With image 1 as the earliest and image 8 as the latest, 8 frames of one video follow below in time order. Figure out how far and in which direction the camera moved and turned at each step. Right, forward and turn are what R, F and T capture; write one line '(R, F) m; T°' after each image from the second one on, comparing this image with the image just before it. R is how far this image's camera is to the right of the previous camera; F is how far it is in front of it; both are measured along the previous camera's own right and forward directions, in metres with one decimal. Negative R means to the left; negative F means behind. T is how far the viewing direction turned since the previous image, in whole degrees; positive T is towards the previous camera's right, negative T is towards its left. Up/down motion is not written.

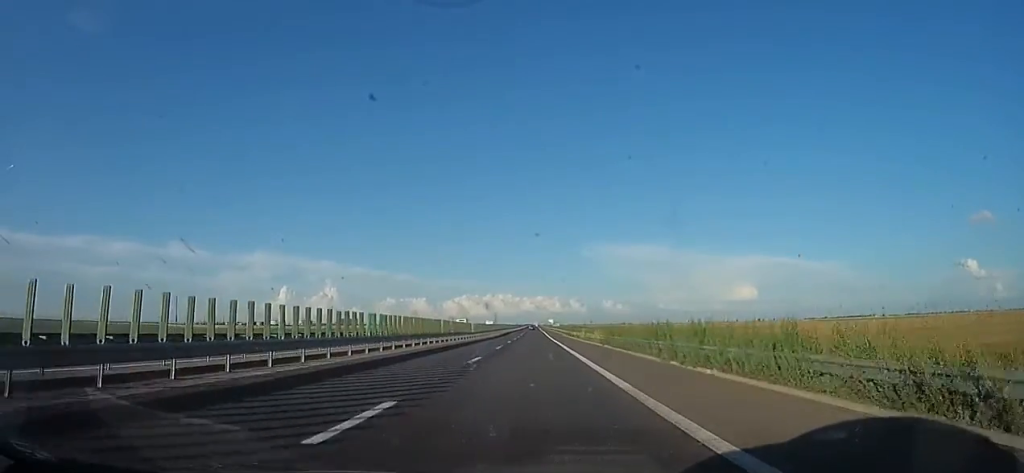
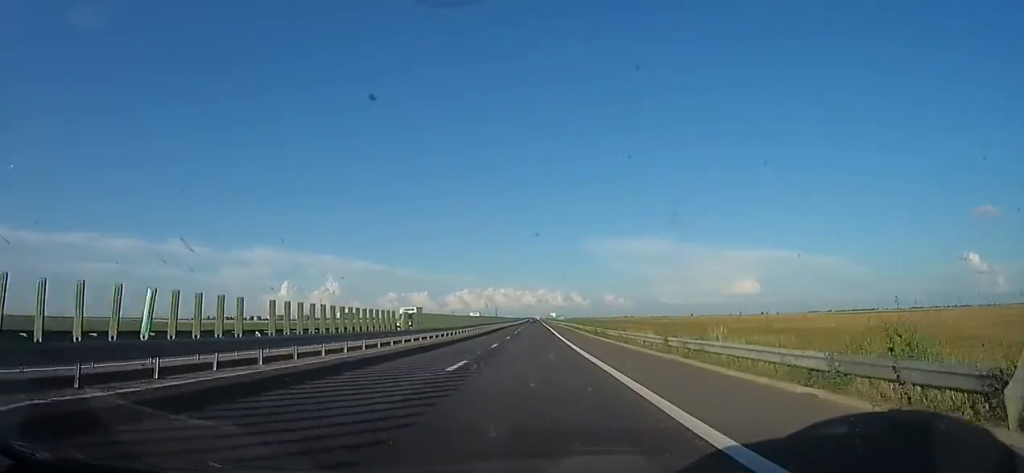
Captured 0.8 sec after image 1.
(-0.2, +28.5) m; 0°
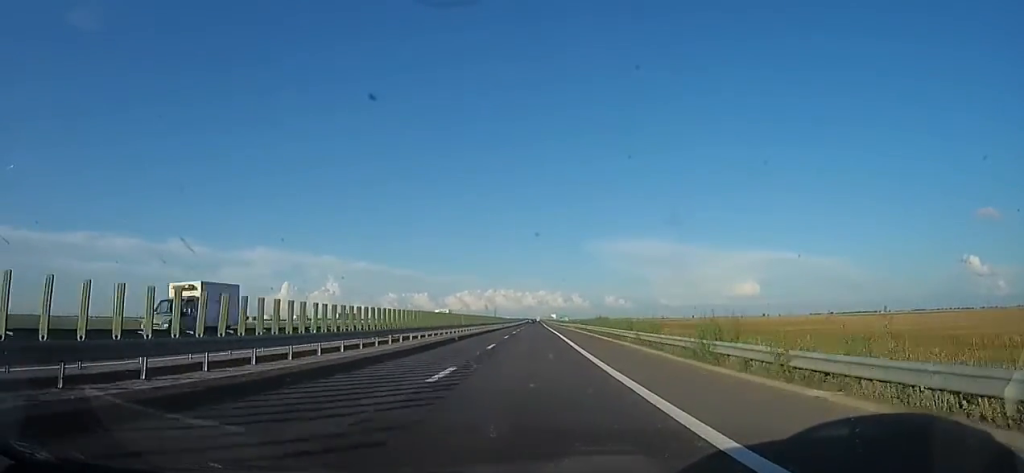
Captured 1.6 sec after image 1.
(0.0, +26.3) m; 0°
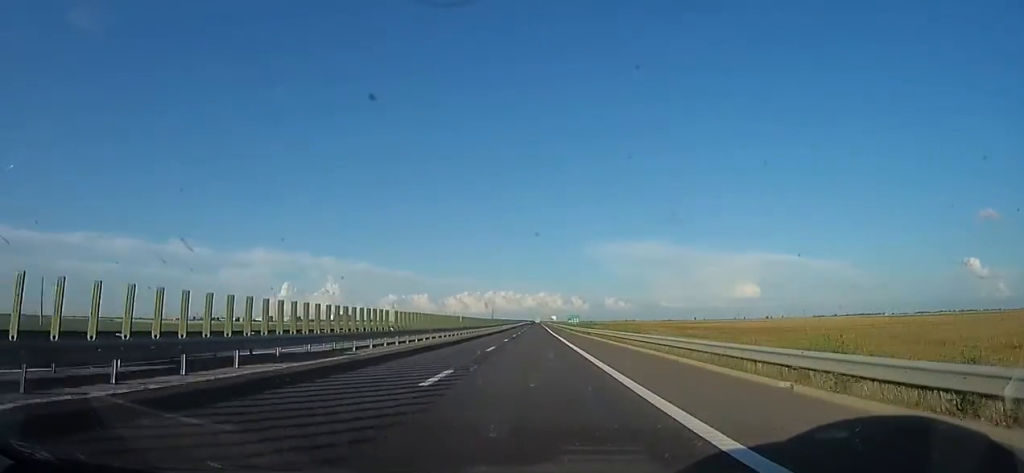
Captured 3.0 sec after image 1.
(0.0, +48.6) m; 0°
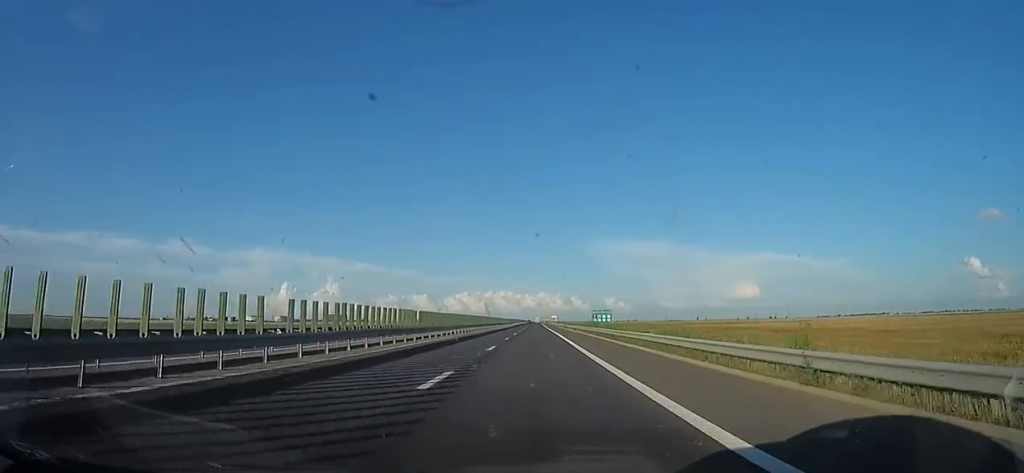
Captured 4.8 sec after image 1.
(-0.1, +60.8) m; 0°
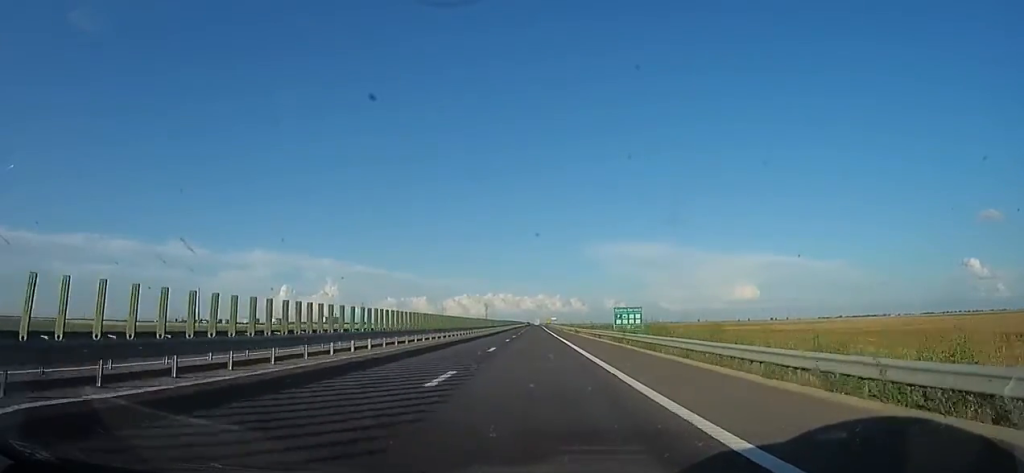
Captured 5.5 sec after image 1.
(0.0, +23.5) m; 0°
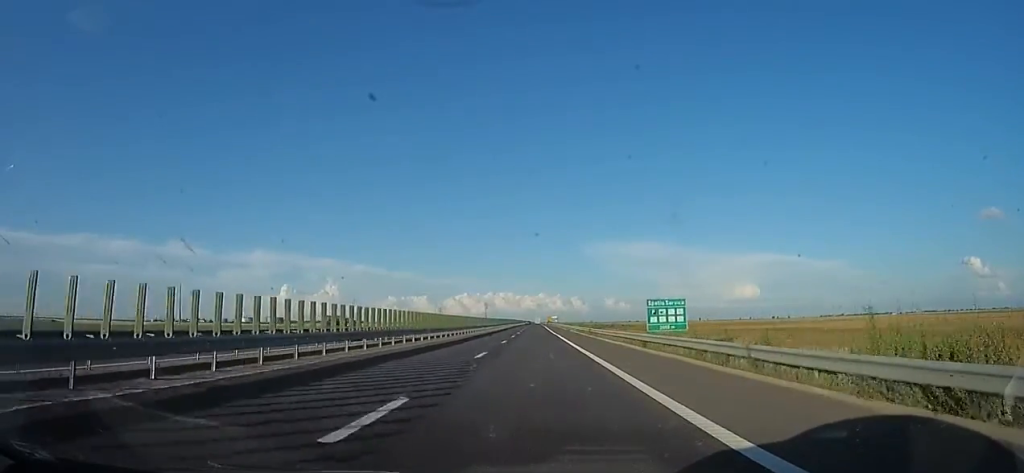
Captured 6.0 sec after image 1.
(0.0, +16.7) m; 0°
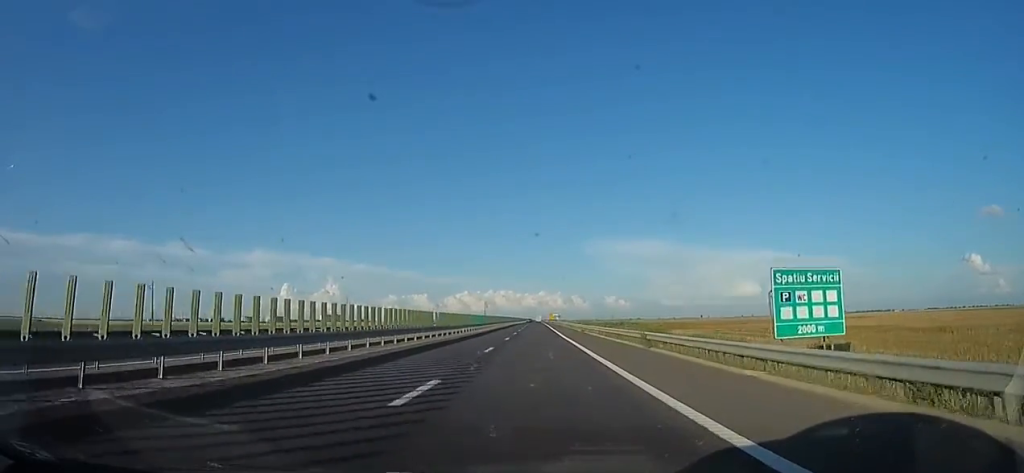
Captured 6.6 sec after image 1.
(0.0, +21.8) m; 0°
